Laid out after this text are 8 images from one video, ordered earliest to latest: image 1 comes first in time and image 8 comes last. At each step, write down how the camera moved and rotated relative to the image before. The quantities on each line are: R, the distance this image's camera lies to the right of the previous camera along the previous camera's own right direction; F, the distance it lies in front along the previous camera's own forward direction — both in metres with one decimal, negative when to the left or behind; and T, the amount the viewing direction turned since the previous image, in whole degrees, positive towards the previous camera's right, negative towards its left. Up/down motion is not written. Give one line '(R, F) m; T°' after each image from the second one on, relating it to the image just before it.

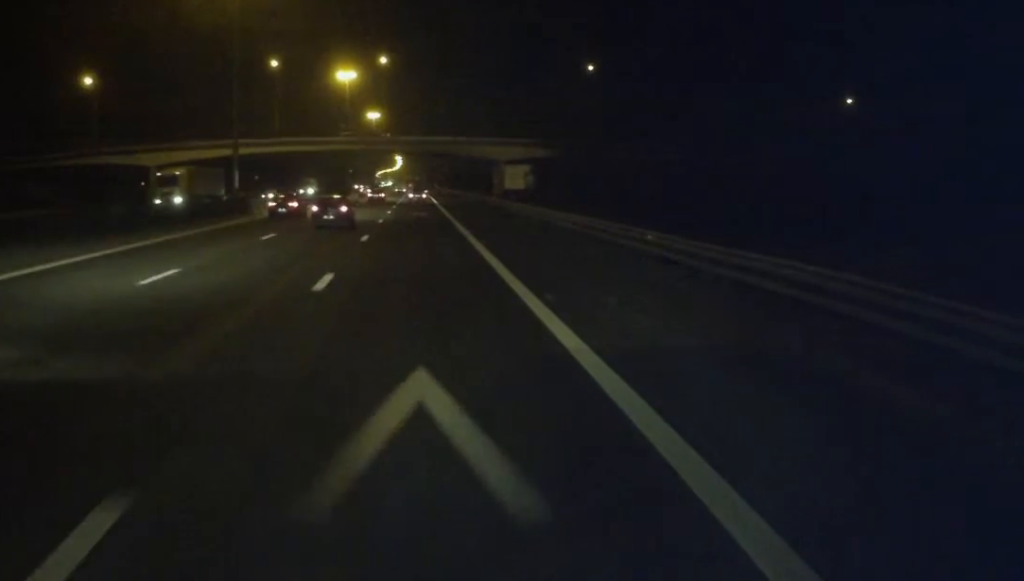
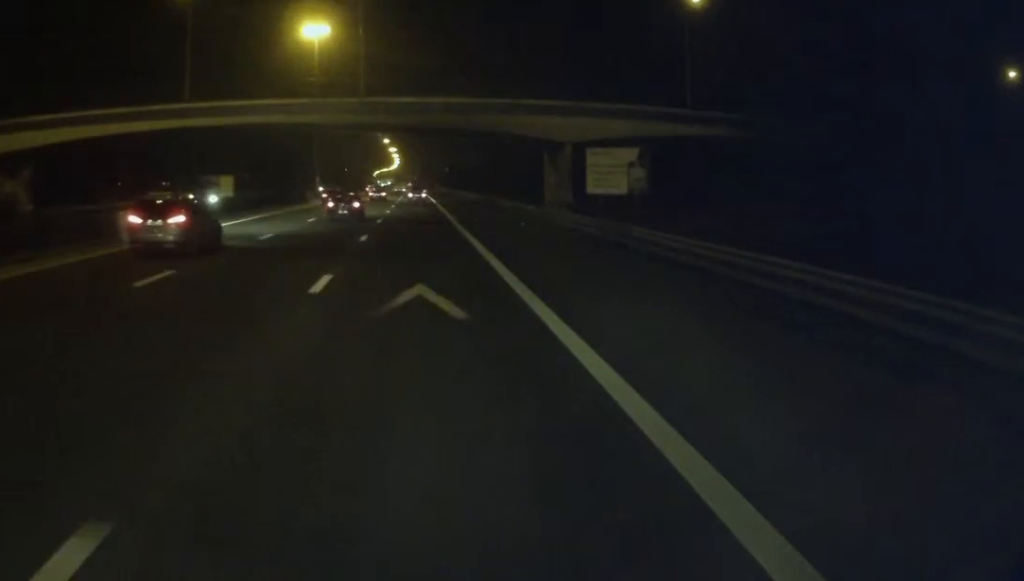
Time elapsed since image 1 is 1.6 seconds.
(+0.2, +37.6) m; +1°
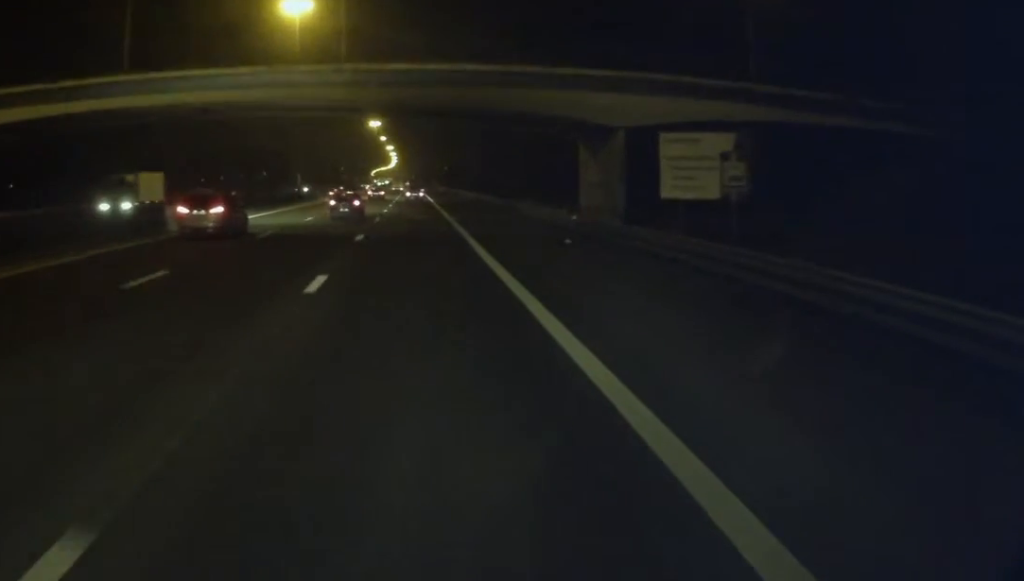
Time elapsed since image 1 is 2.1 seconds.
(0.0, +12.5) m; 0°
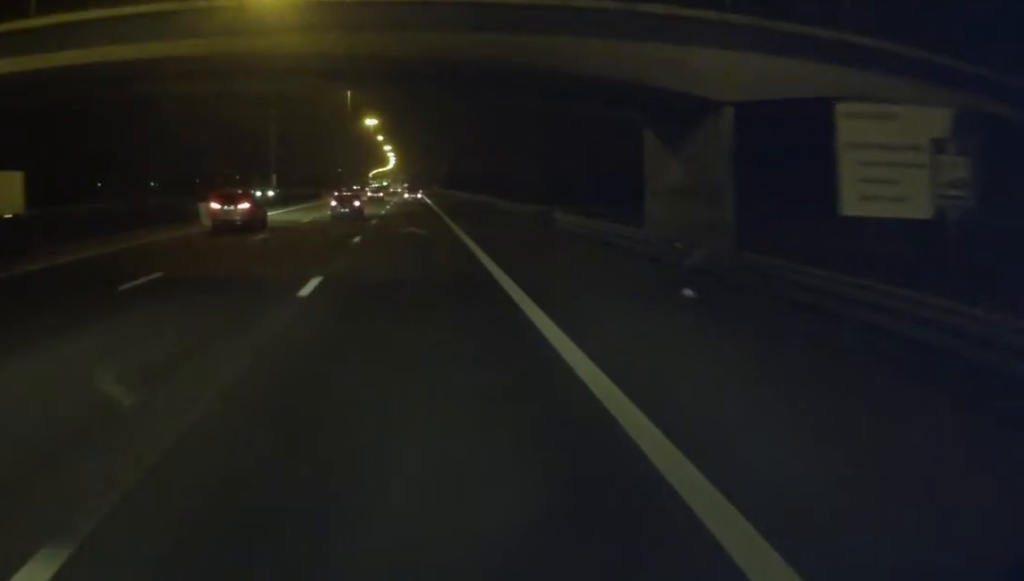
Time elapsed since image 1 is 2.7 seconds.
(0.0, +12.5) m; 0°
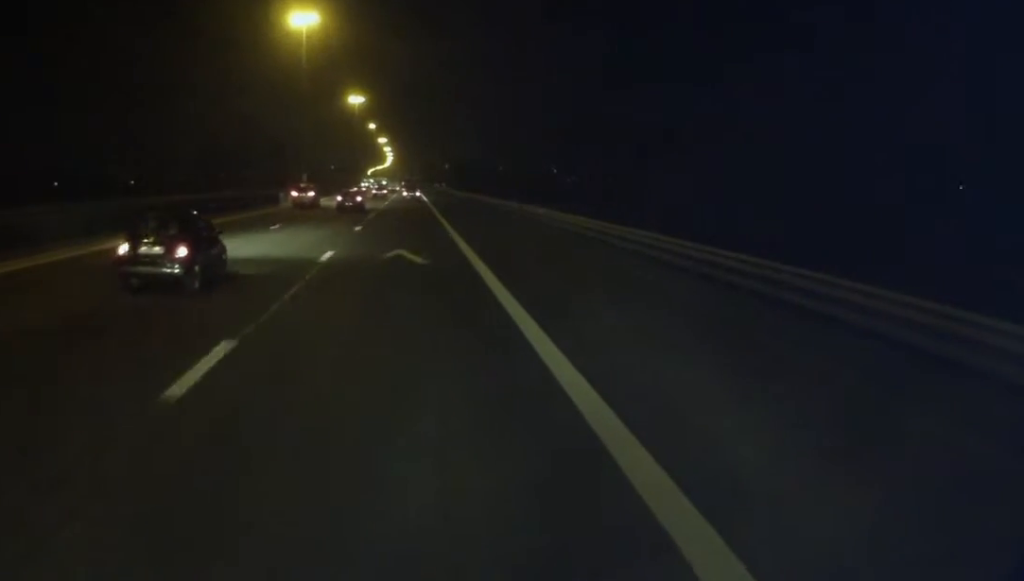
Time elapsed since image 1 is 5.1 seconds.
(+0.3, +56.3) m; 0°
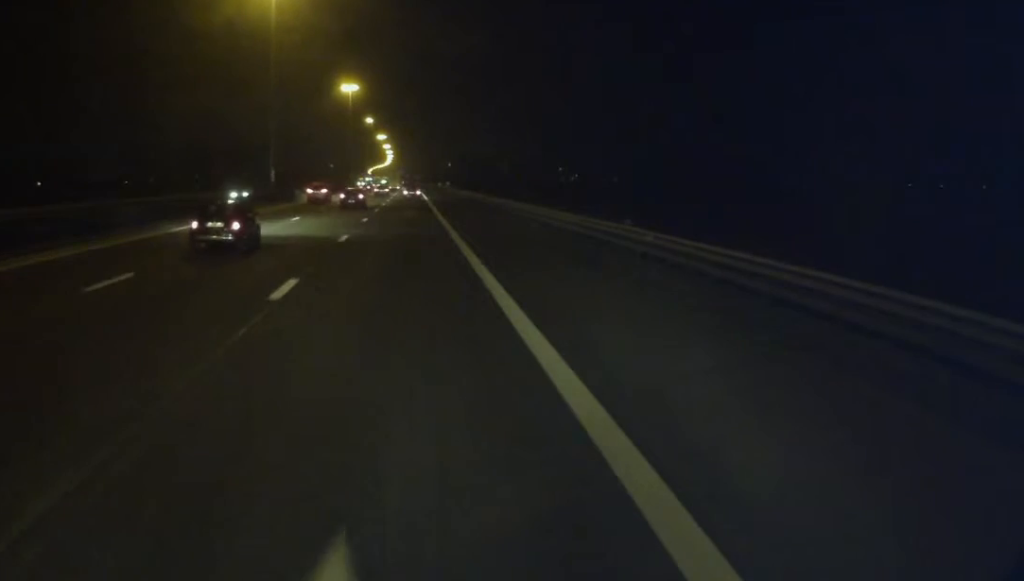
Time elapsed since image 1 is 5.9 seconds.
(0.0, +18.7) m; 0°
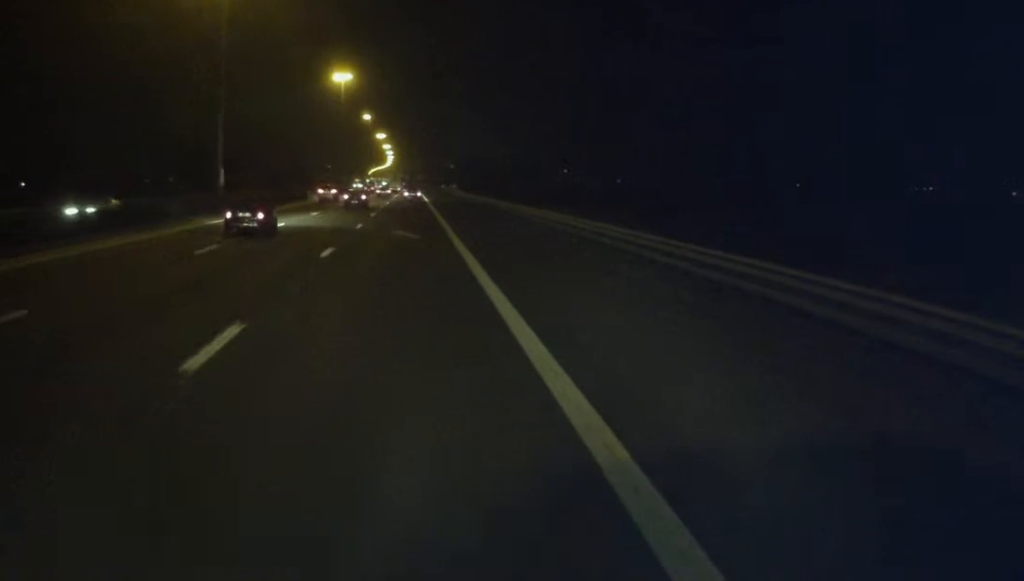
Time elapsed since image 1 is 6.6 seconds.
(0.0, +17.2) m; 0°
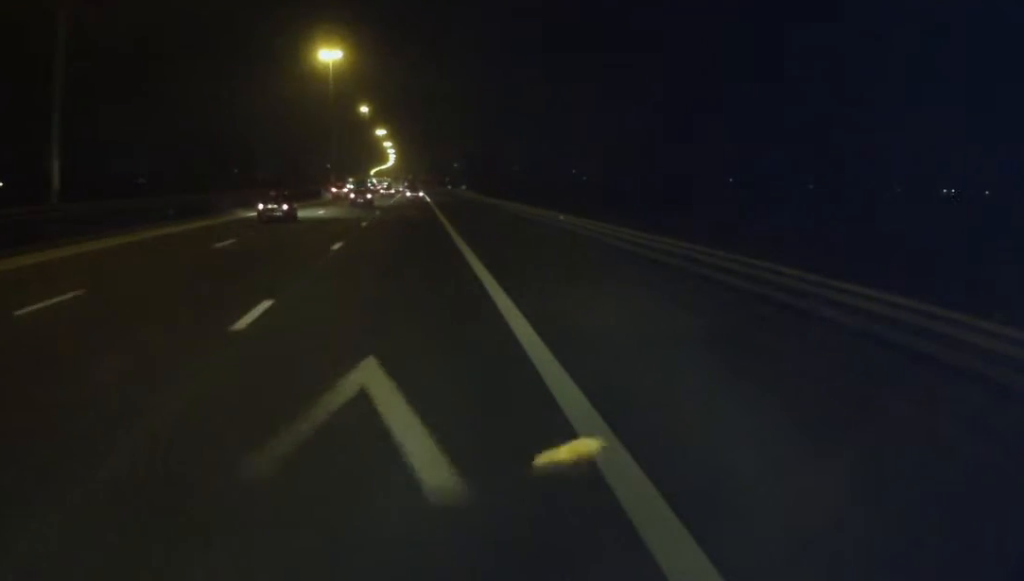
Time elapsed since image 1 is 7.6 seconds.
(+0.1, +22.7) m; 0°
